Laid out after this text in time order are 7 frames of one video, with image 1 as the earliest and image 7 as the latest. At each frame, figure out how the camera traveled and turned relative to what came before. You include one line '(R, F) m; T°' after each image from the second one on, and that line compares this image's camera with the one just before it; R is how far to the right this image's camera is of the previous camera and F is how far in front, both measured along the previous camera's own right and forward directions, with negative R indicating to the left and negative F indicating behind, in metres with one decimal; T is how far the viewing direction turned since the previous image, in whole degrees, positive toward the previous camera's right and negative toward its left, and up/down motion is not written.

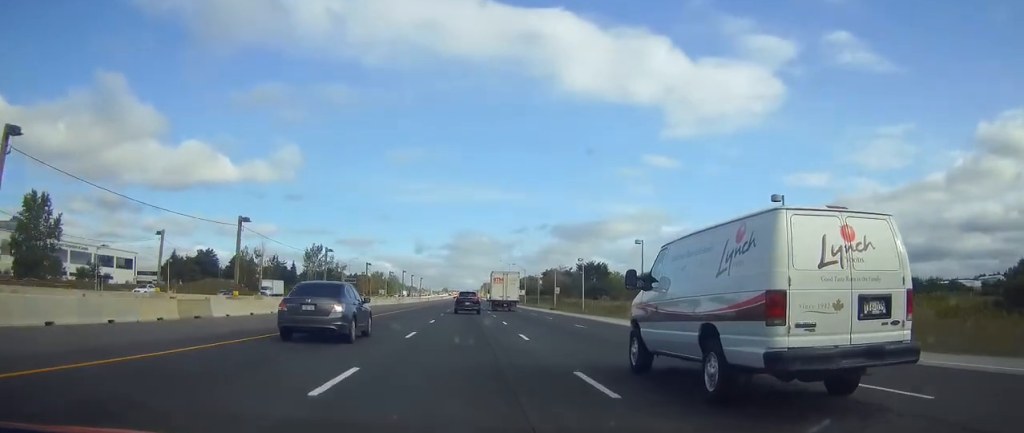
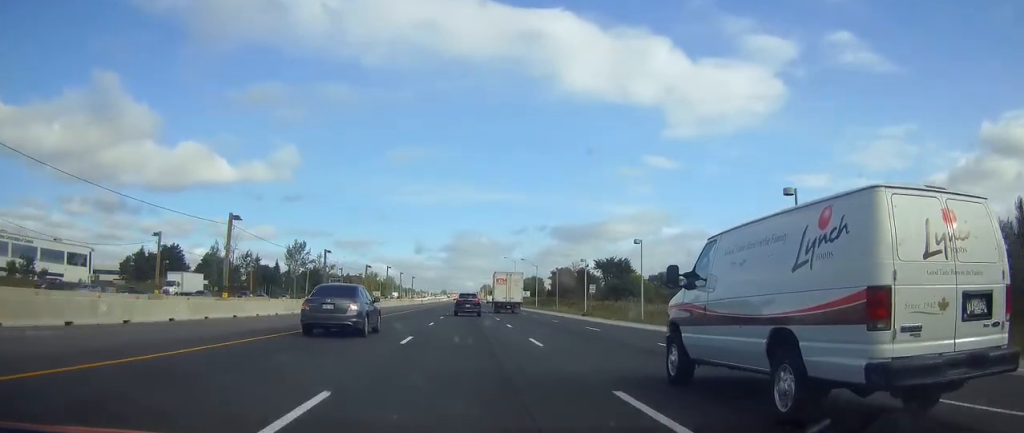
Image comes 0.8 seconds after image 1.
(0.0, +26.8) m; 0°
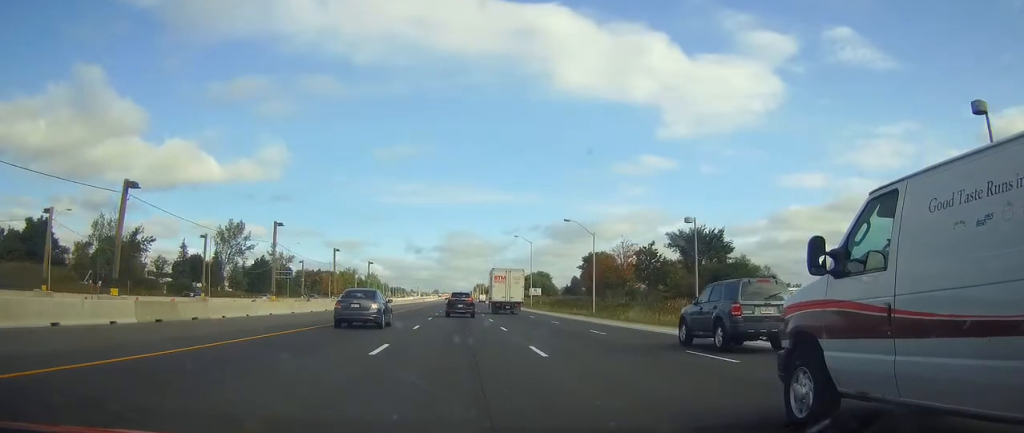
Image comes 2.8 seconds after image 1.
(+0.1, +64.3) m; 0°
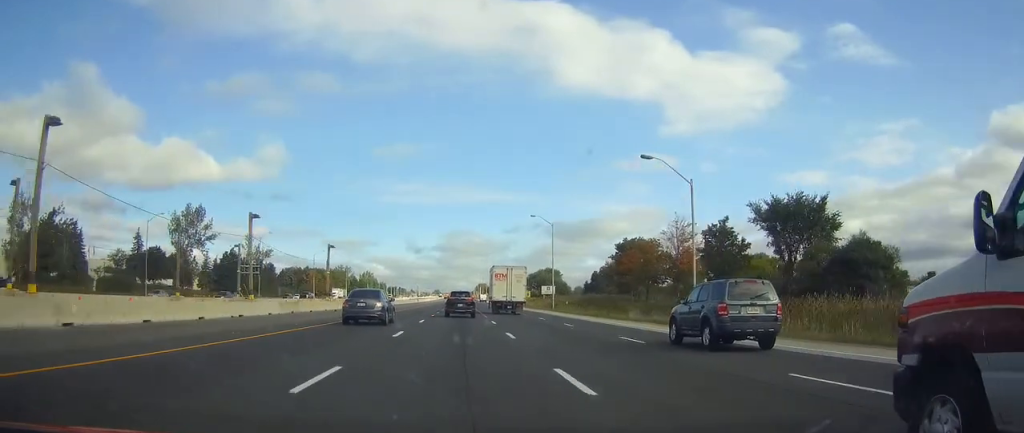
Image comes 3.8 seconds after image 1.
(0.0, +30.0) m; 0°
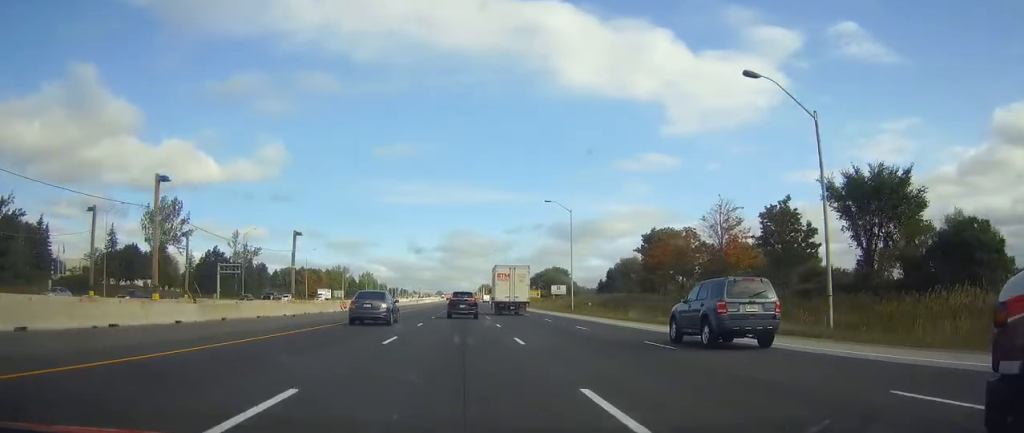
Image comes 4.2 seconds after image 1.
(+0.1, +15.0) m; 0°
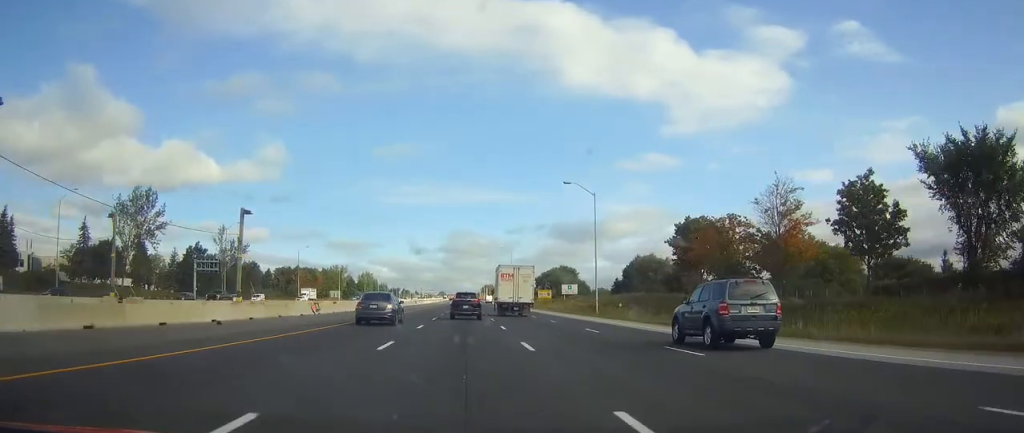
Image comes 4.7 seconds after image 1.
(0.0, +13.9) m; 0°
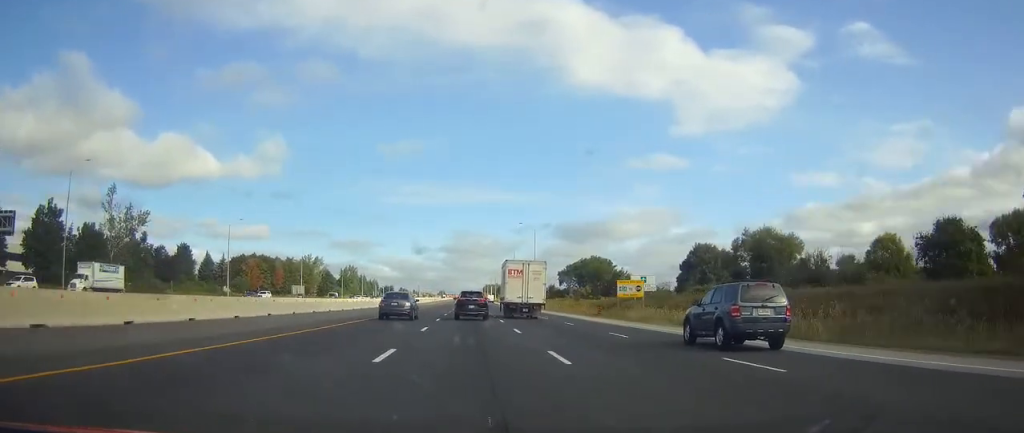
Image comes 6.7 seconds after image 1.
(-0.4, +64.2) m; 0°
